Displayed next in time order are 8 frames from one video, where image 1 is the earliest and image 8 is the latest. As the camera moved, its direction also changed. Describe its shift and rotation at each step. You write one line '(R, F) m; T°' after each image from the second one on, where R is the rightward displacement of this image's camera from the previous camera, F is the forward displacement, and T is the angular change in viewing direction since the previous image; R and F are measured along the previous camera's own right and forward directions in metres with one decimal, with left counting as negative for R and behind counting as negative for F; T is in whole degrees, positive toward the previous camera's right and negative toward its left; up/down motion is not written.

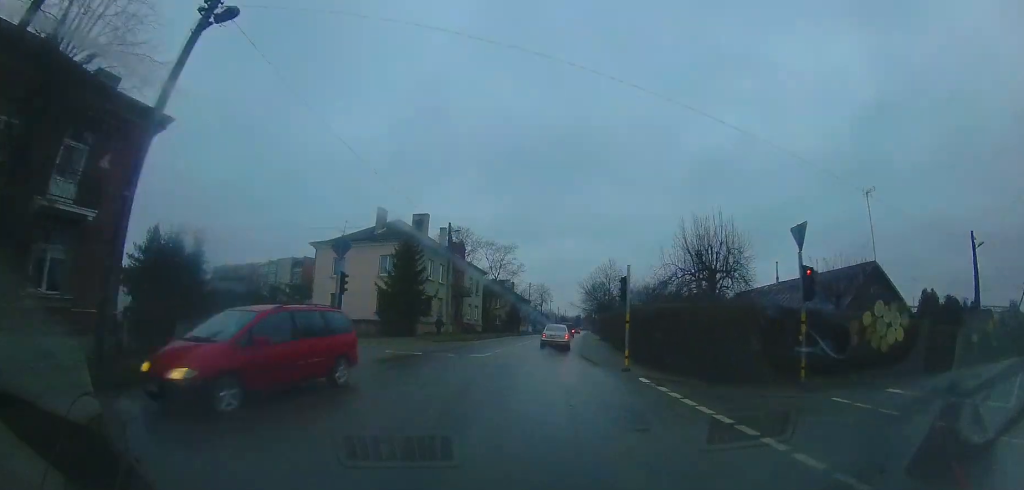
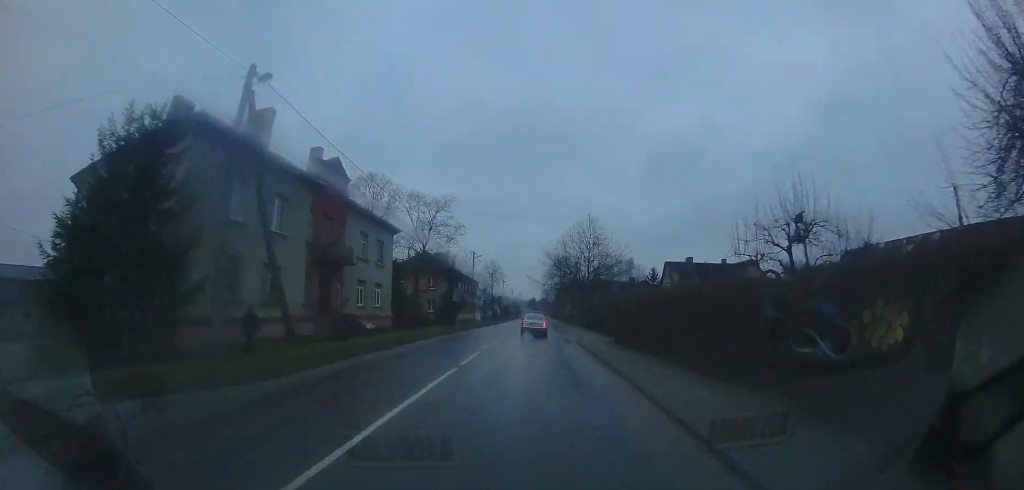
(+1.3, +18.6) m; +7°
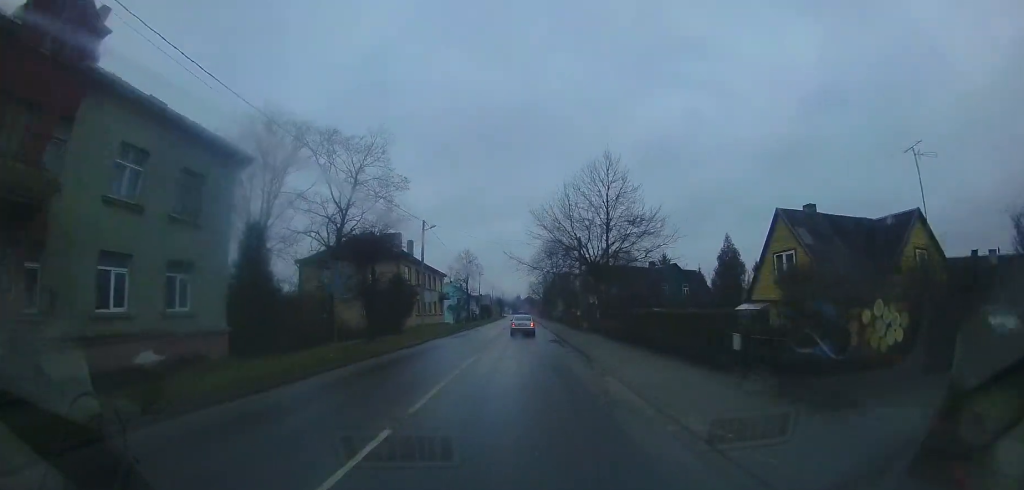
(+0.1, +15.8) m; +2°
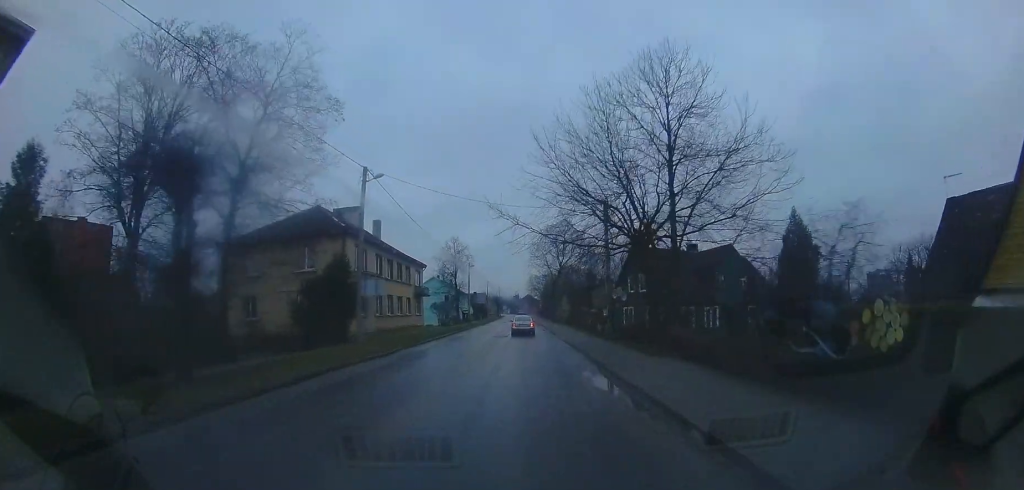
(+0.3, +11.2) m; +2°
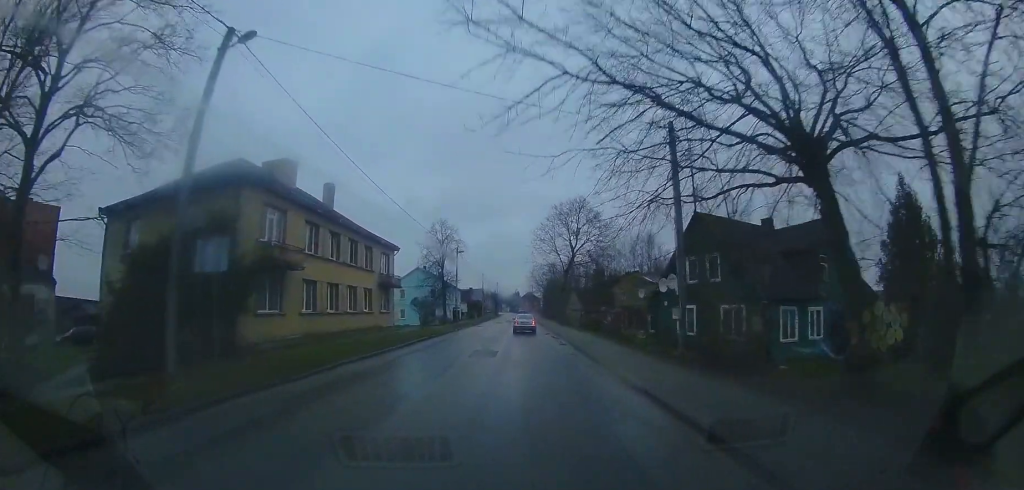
(0.0, +10.6) m; -2°
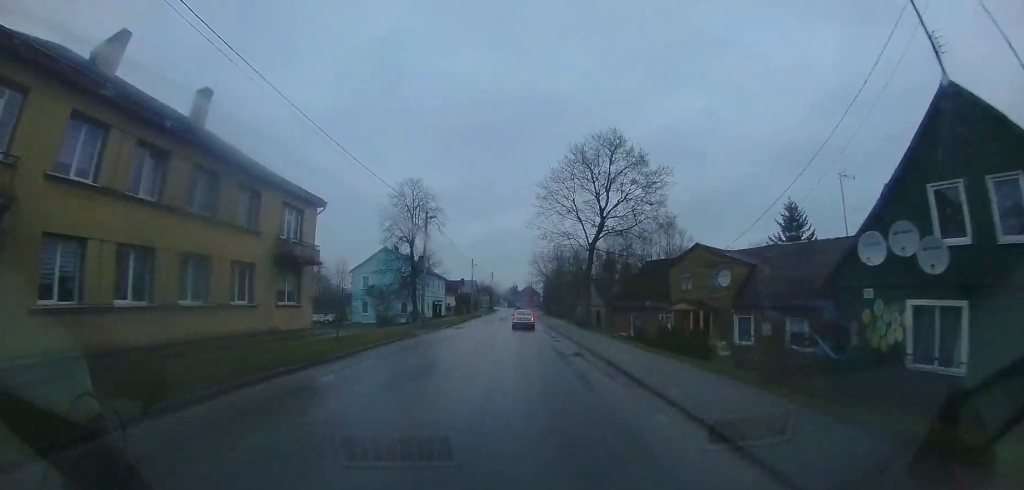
(-0.5, +13.4) m; -1°
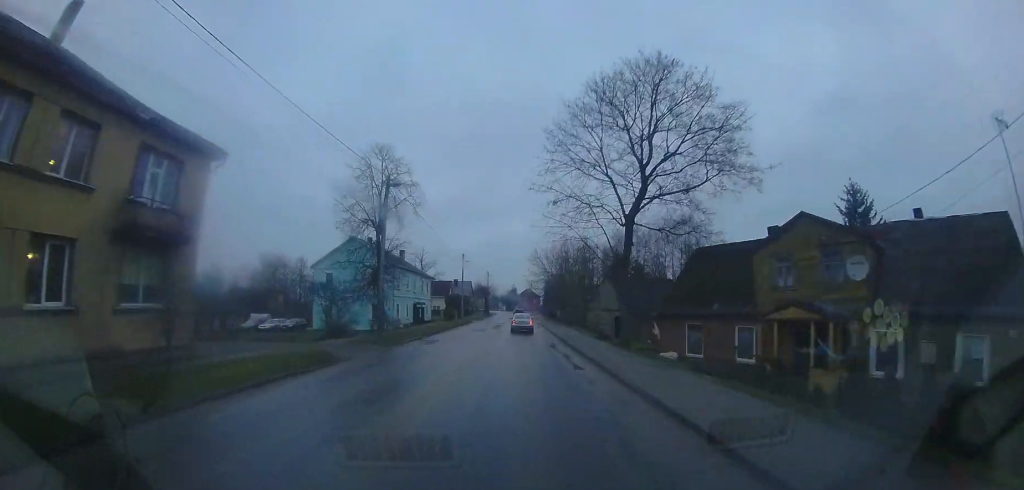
(+0.1, +8.5) m; +1°
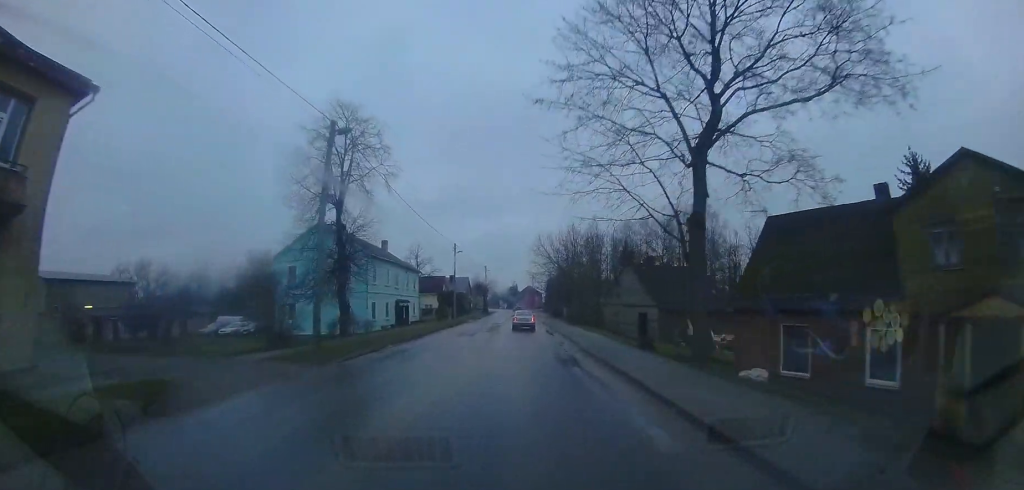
(+0.1, +6.3) m; +1°
